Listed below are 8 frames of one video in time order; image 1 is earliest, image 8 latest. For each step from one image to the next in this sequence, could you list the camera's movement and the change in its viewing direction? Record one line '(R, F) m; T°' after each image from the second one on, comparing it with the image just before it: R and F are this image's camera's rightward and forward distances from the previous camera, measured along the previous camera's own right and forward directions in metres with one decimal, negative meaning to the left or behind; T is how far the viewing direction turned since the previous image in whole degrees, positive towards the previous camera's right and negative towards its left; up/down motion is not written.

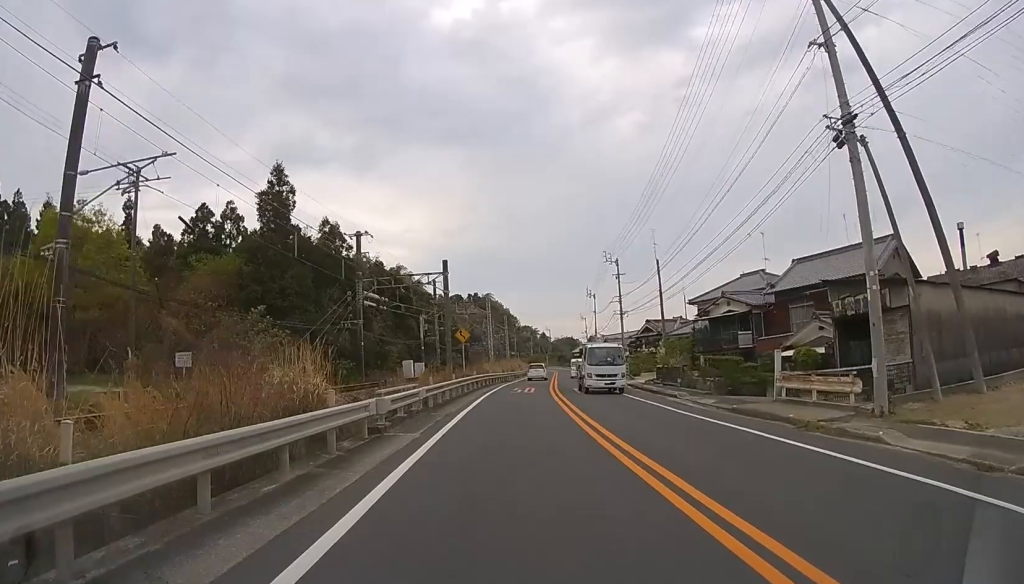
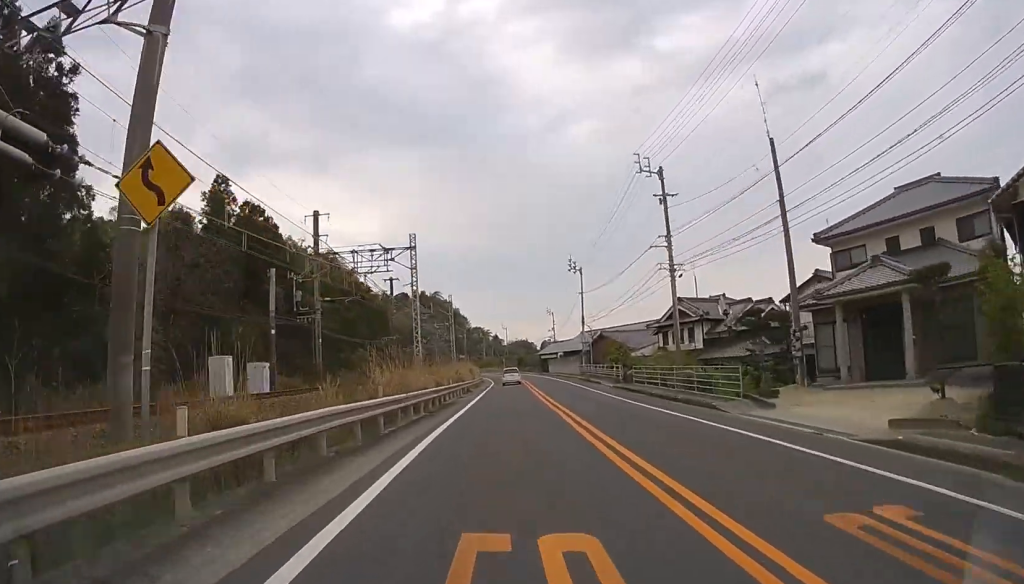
(+0.4, +28.6) m; +3°
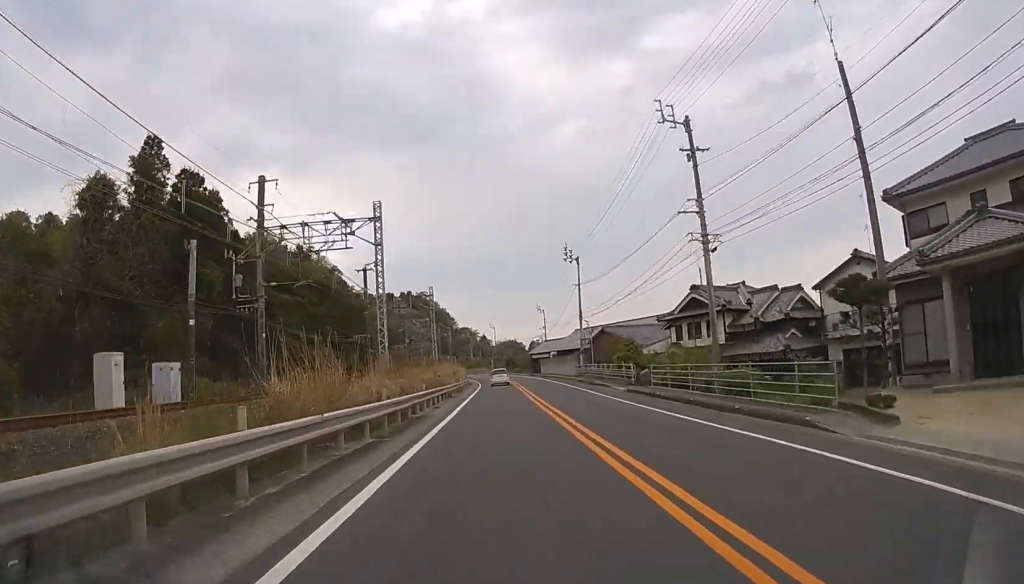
(+0.2, +6.4) m; +1°
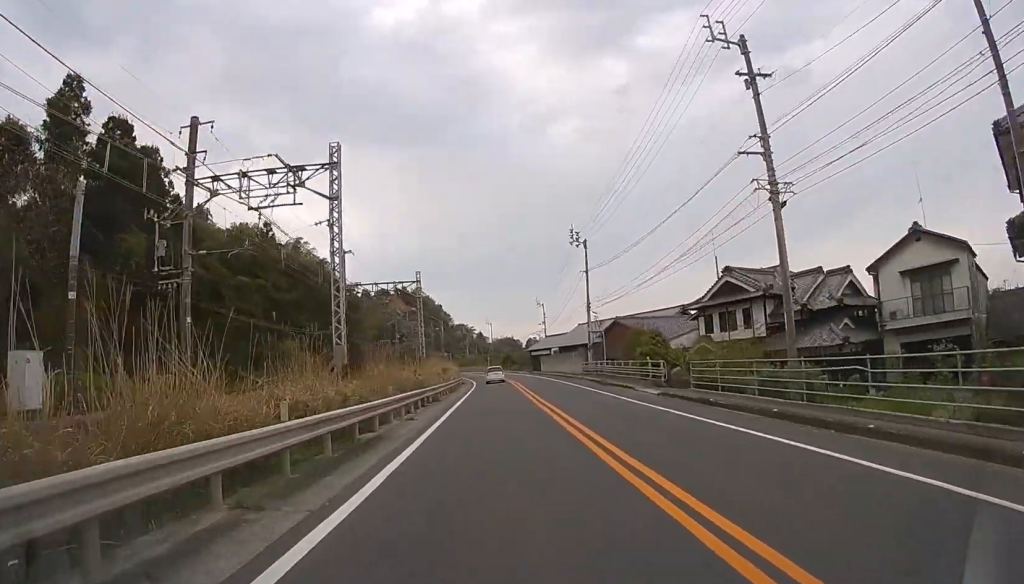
(+0.1, +6.4) m; +1°
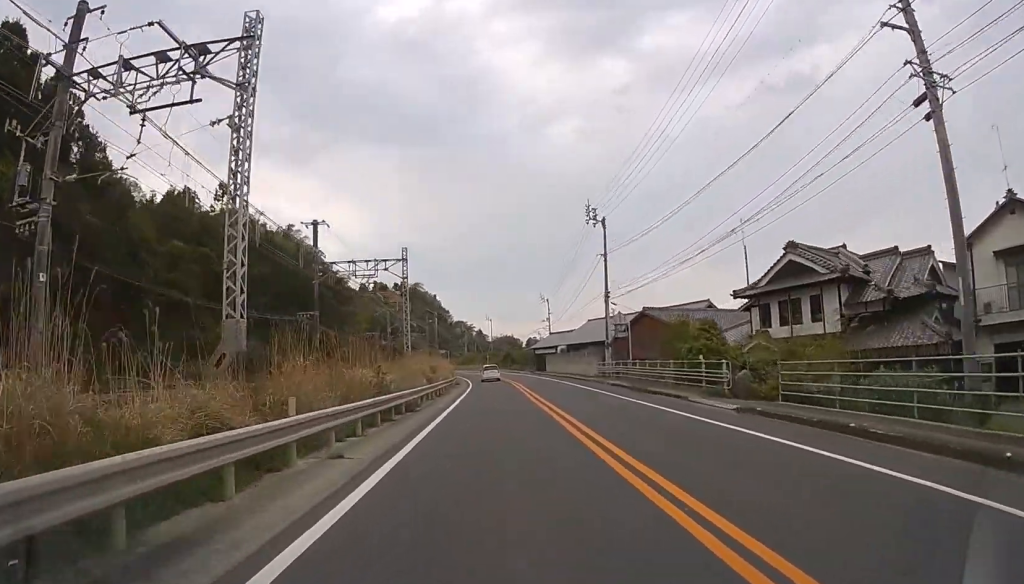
(+0.1, +7.8) m; 0°
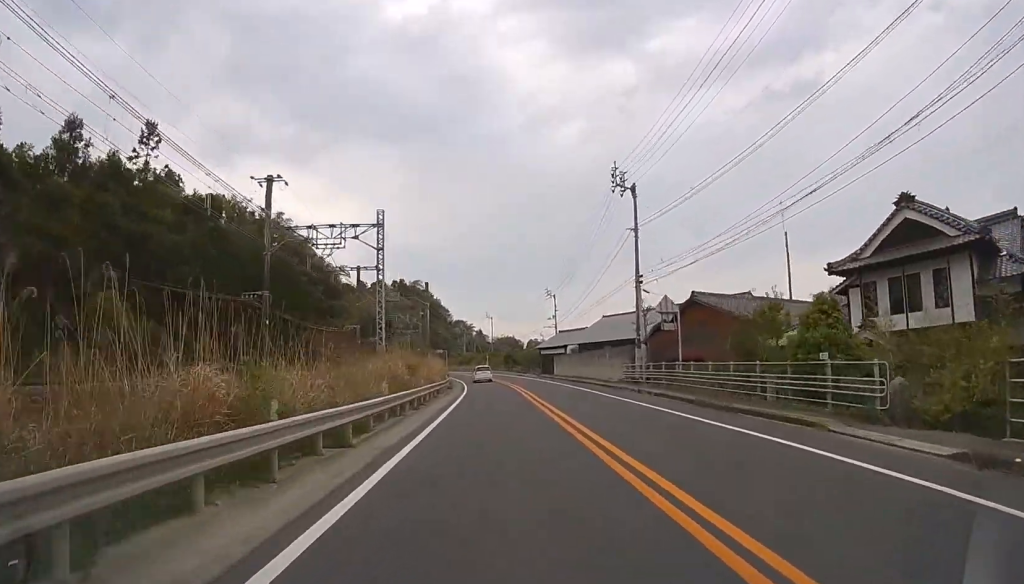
(0.0, +8.8) m; 0°
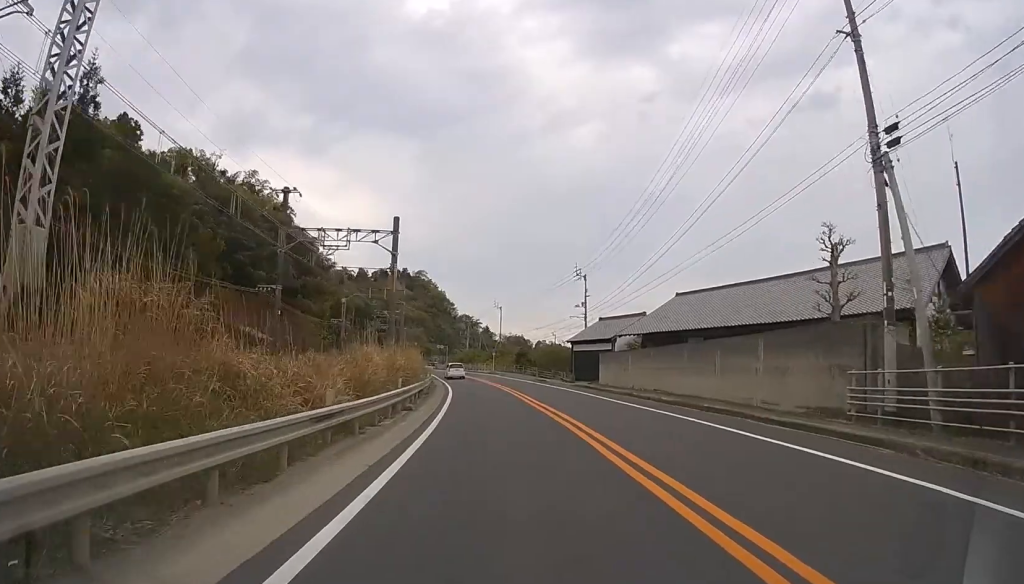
(-0.3, +21.6) m; -1°
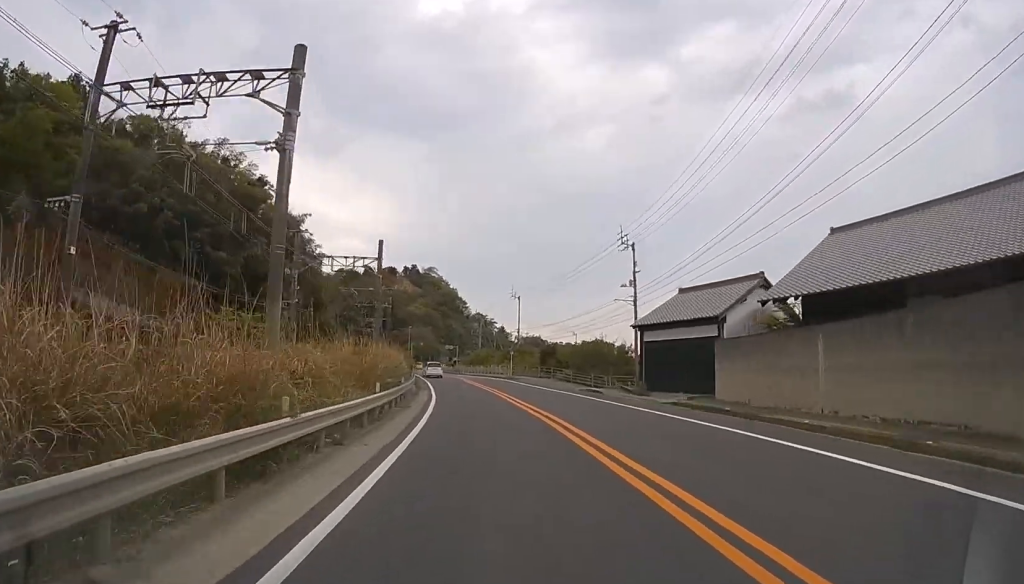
(-0.1, +18.0) m; 0°
